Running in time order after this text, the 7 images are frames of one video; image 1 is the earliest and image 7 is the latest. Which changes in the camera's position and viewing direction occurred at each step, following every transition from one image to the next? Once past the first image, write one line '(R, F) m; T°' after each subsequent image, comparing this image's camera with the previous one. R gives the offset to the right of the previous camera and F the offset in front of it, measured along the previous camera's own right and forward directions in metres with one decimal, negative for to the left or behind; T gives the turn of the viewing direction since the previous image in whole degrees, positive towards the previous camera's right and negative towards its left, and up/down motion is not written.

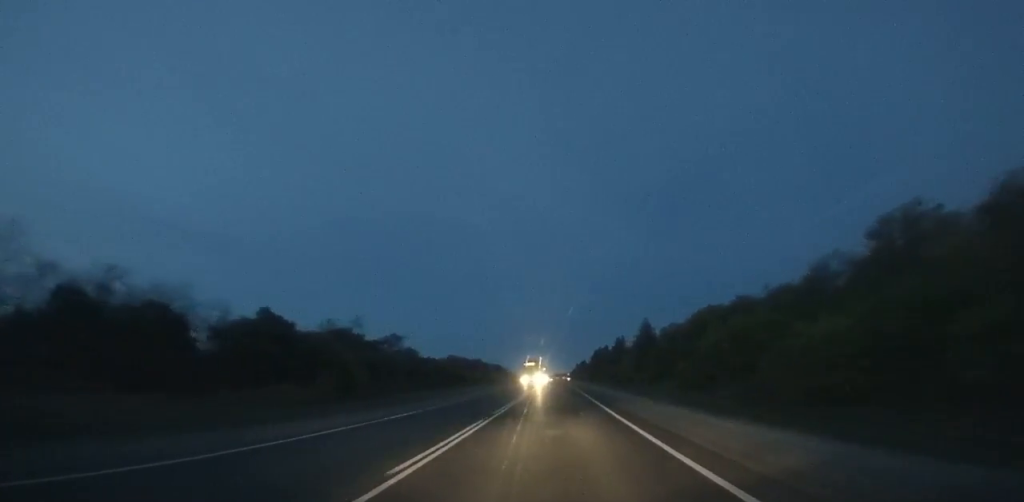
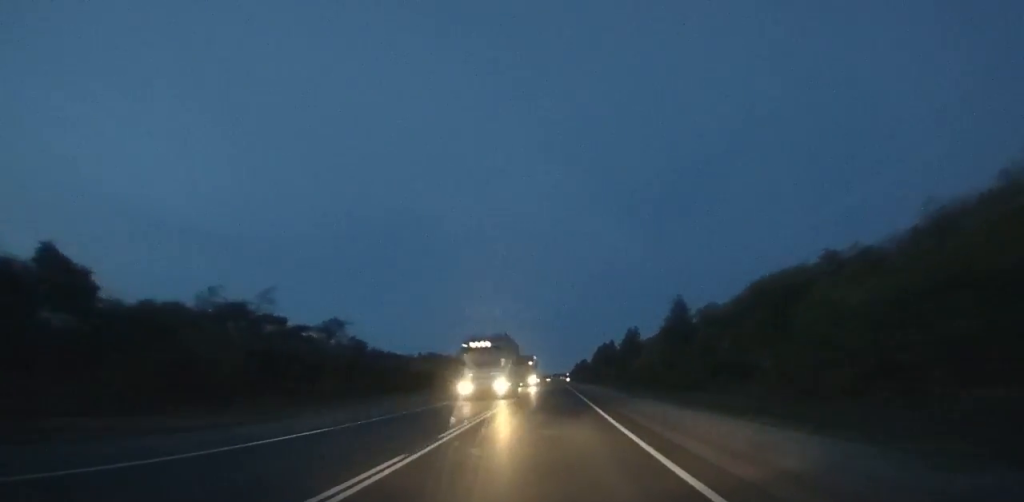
(-0.1, +31.2) m; 0°
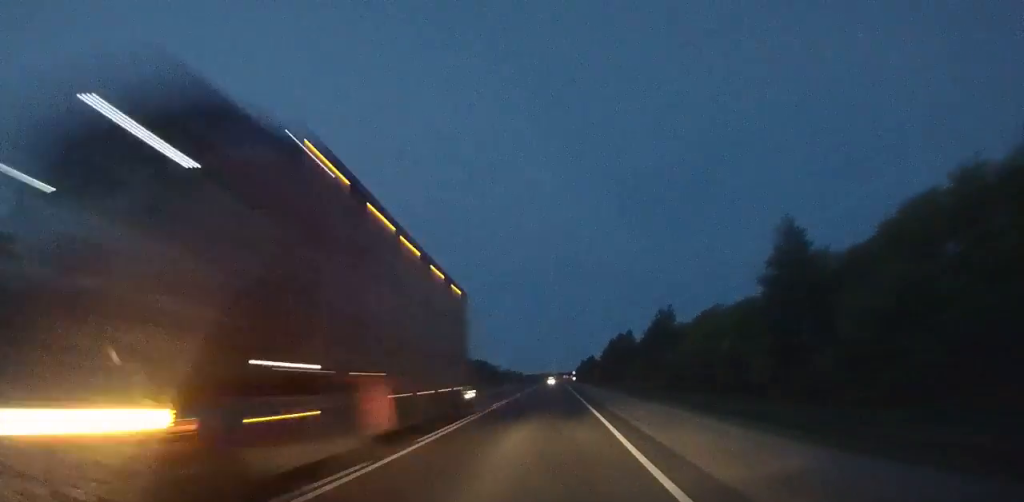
(+0.1, +36.6) m; 0°
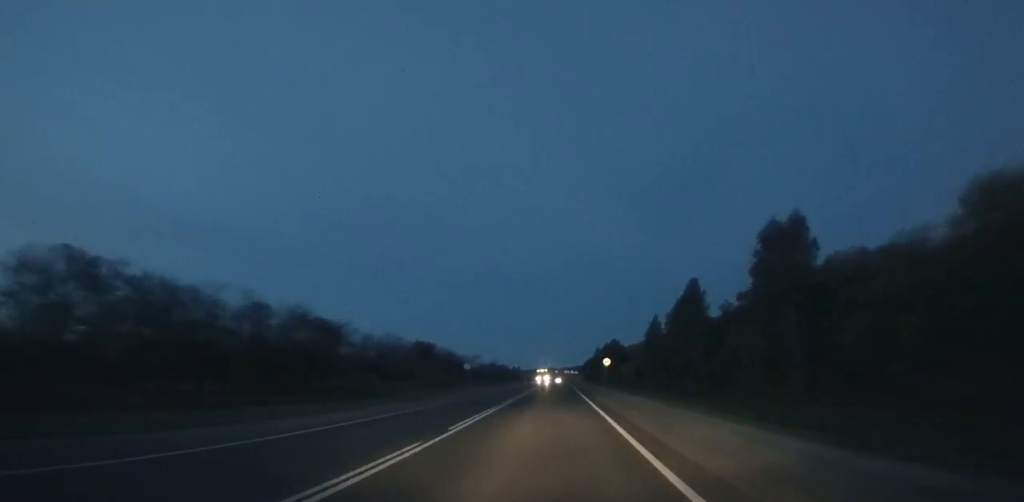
(+0.2, +104.7) m; 0°
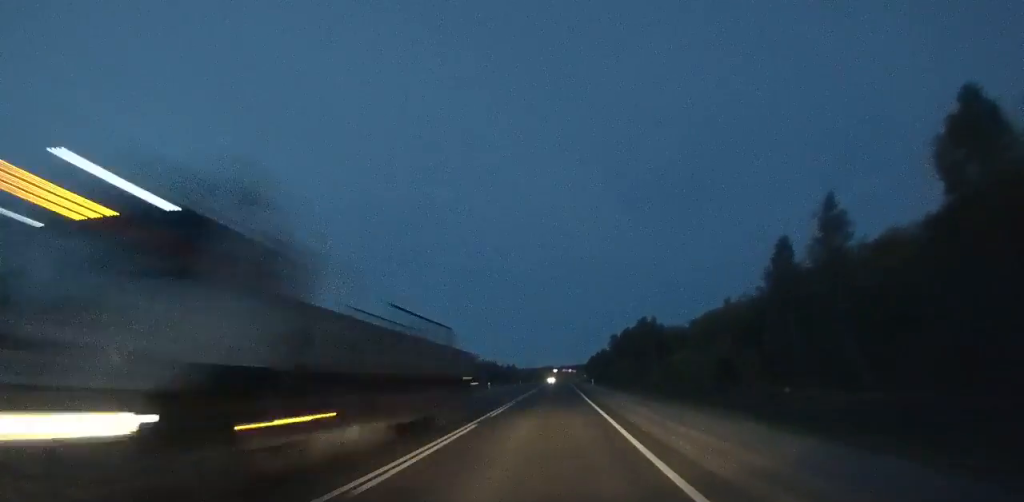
(0.0, +68.1) m; 0°
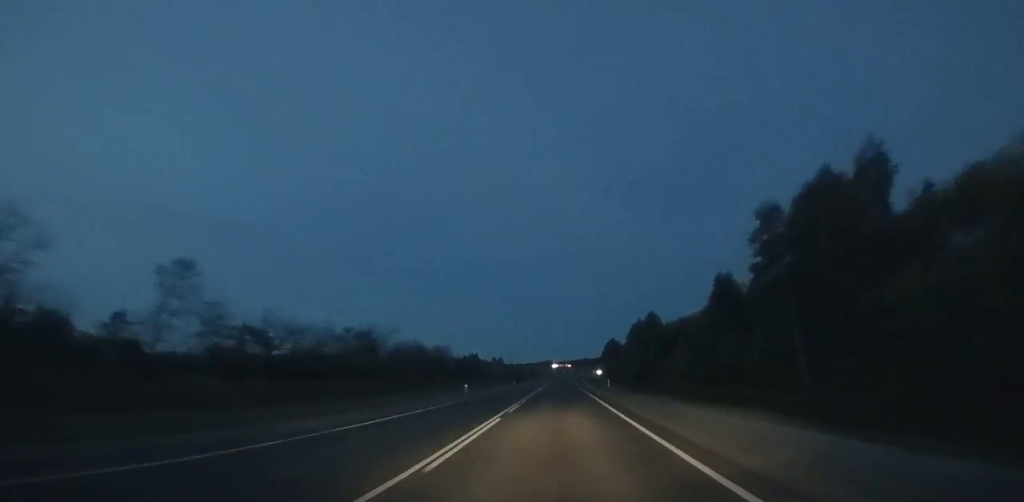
(+0.3, +117.3) m; 0°
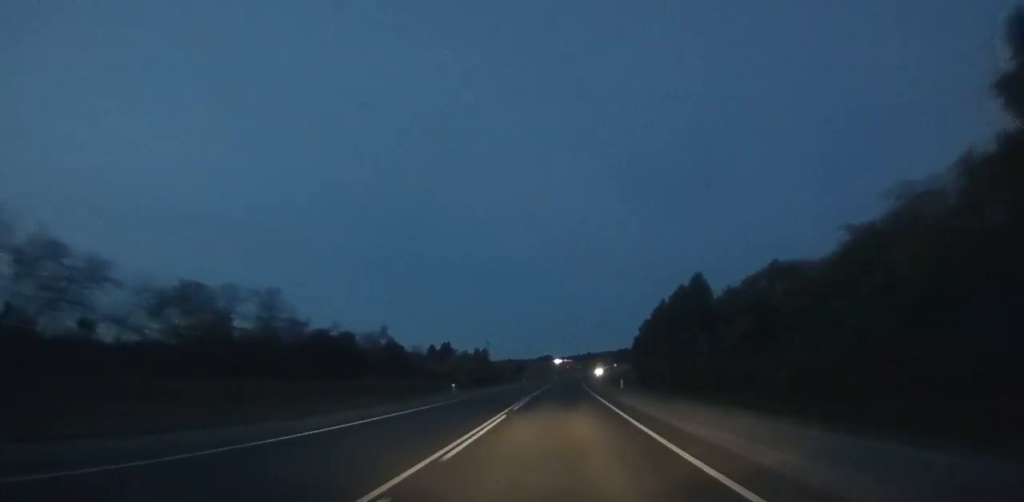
(+0.2, +105.0) m; 0°
